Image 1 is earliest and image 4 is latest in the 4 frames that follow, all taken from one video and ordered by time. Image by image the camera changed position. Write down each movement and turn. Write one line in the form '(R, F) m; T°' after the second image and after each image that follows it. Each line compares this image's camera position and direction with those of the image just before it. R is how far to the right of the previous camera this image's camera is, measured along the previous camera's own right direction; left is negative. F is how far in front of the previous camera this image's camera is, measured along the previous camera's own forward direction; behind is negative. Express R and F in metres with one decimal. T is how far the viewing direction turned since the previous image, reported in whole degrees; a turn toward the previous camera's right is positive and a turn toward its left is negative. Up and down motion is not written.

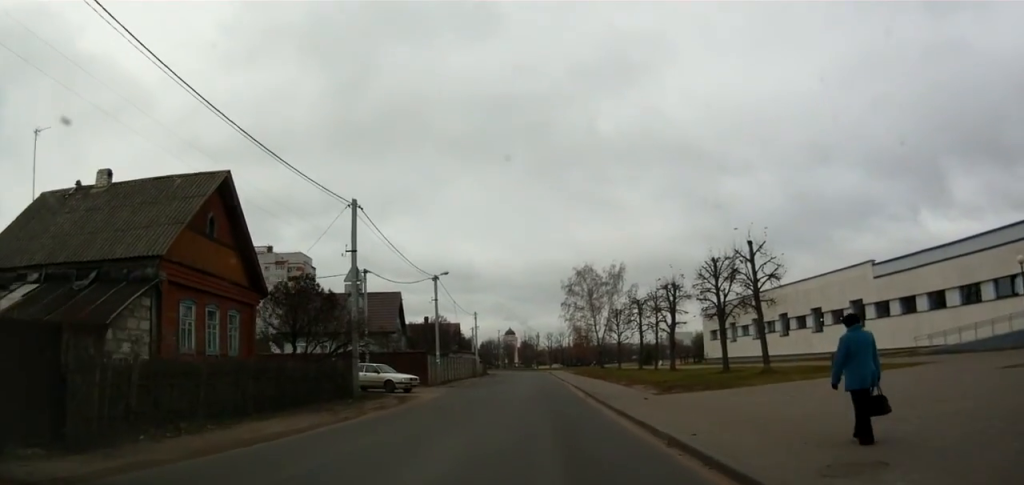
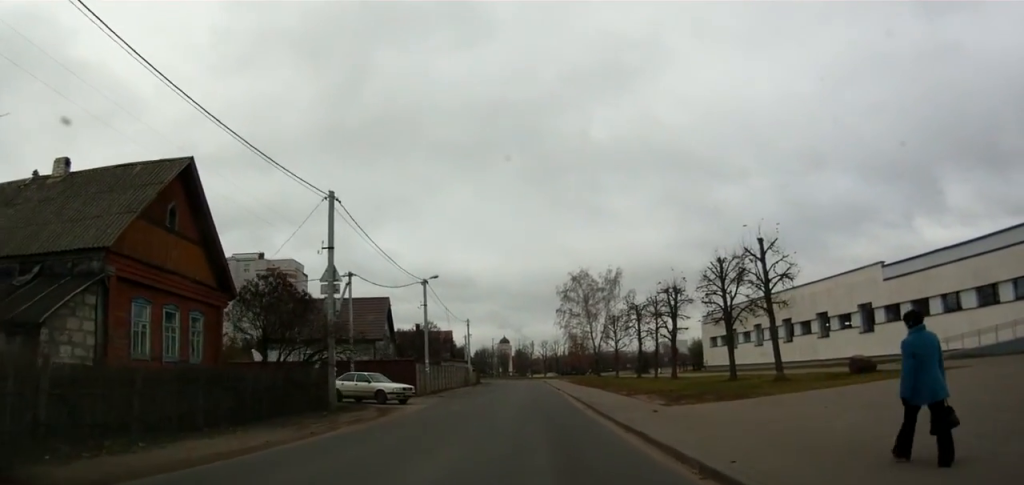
(-0.1, +2.2) m; +3°
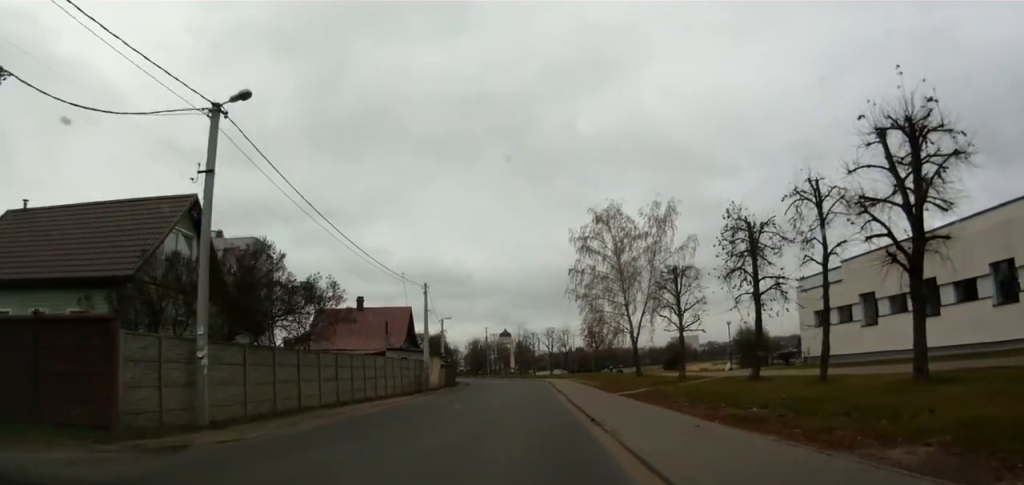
(-0.2, +26.3) m; -3°
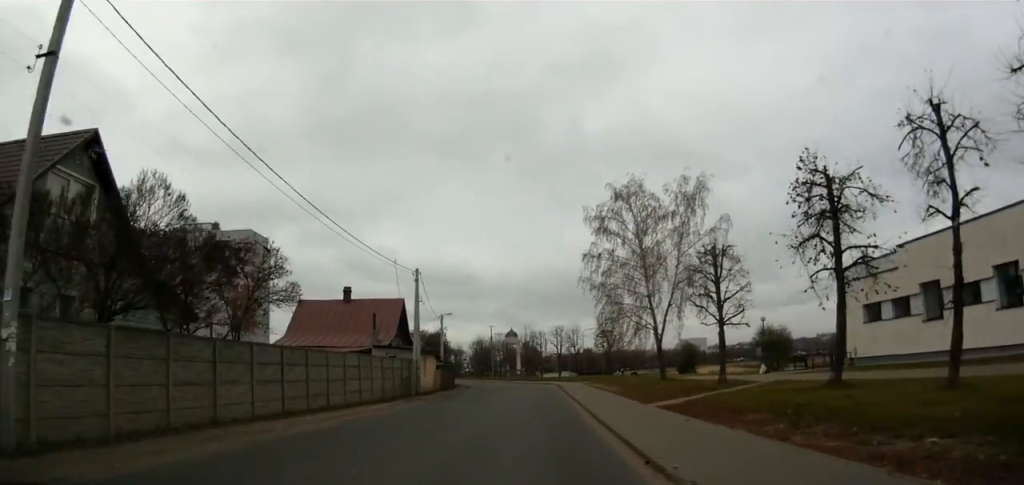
(-0.4, +6.5) m; 0°
